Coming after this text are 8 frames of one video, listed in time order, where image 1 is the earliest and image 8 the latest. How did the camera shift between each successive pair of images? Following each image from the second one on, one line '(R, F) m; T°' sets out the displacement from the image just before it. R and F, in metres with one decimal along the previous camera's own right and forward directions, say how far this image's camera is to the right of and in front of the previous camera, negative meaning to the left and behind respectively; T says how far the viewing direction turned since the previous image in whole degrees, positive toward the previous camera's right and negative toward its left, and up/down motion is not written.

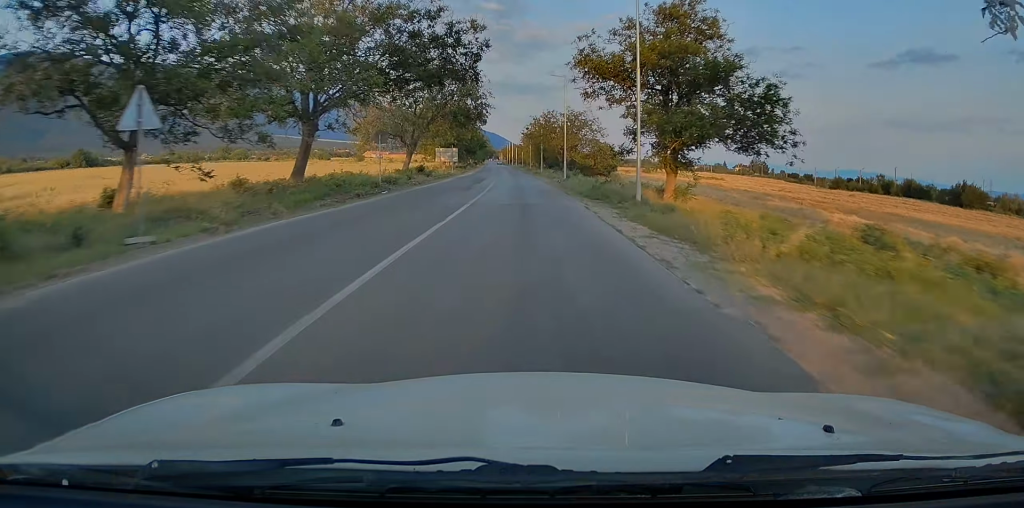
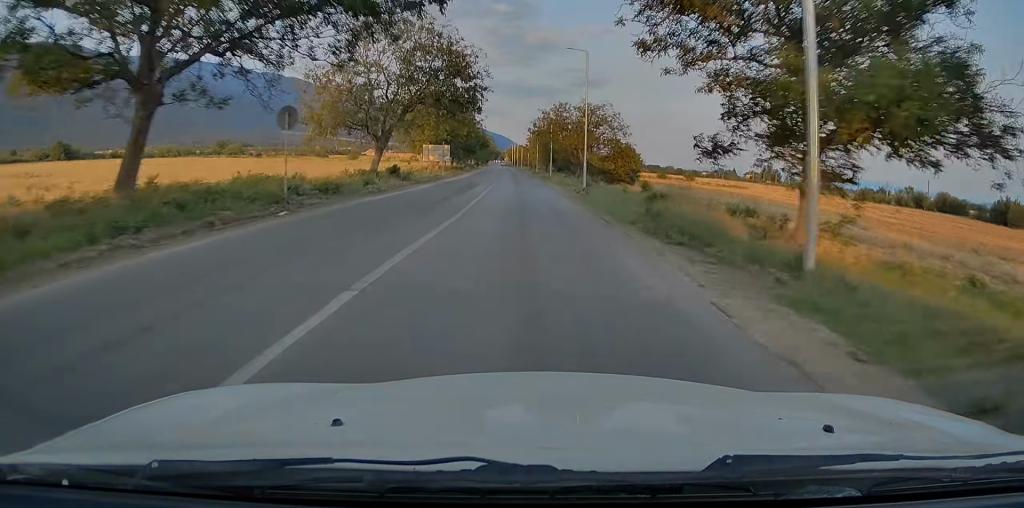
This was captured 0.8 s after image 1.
(-0.1, +12.7) m; 0°
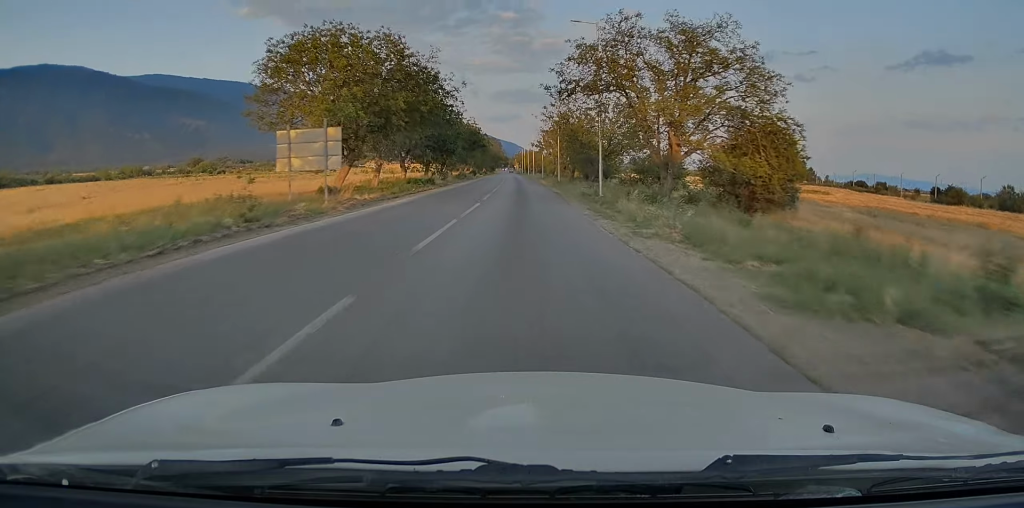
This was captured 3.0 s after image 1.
(-0.1, +38.3) m; 0°
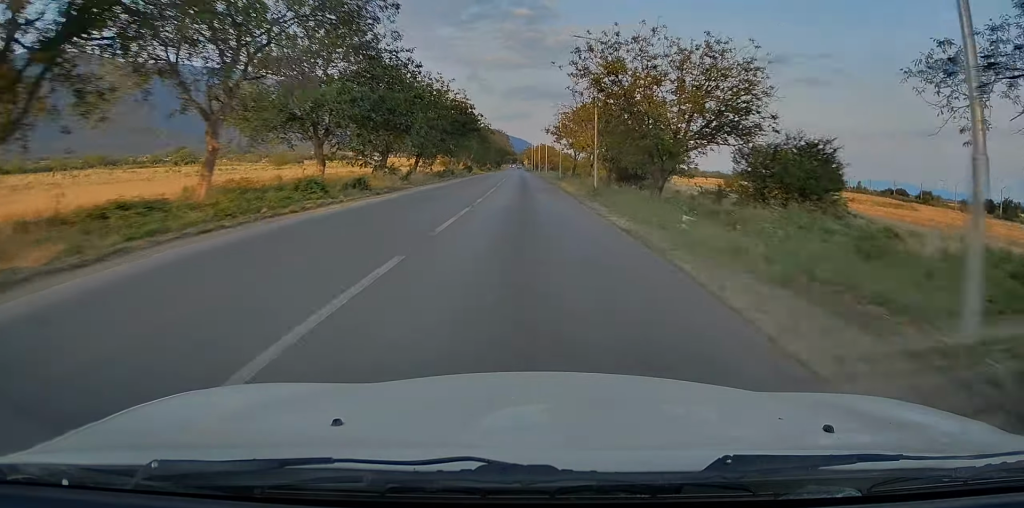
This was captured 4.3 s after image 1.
(-0.2, +25.5) m; -1°
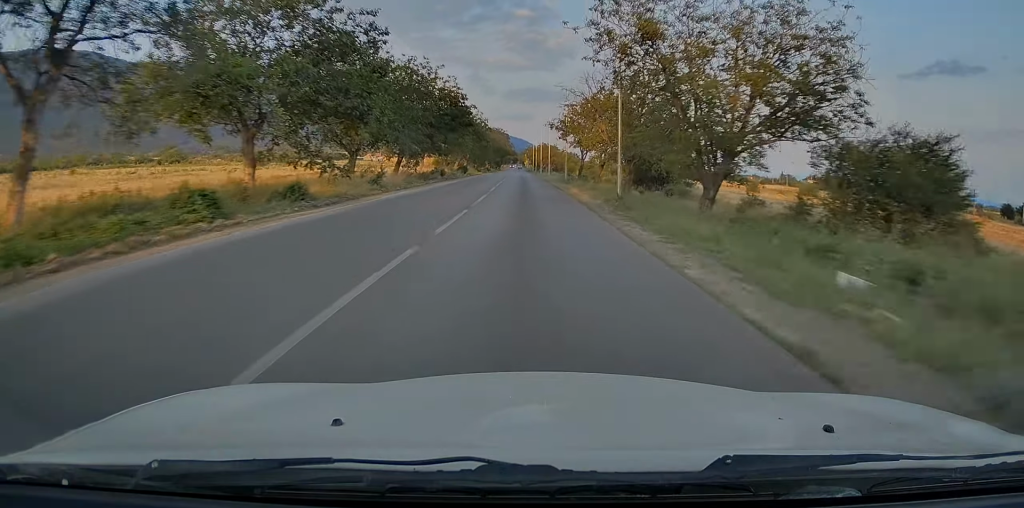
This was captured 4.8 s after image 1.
(-0.1, +8.6) m; 0°
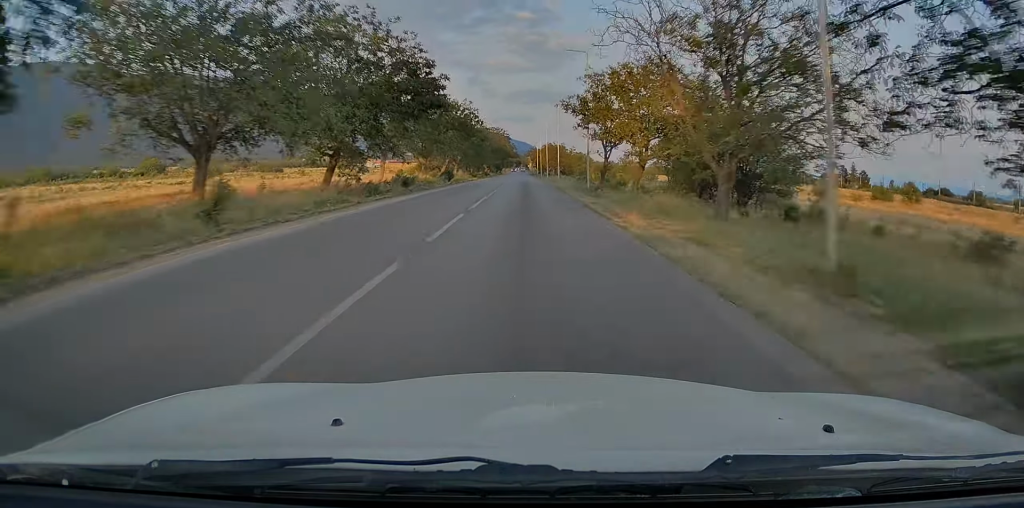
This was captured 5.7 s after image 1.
(+0.3, +18.3) m; +1°
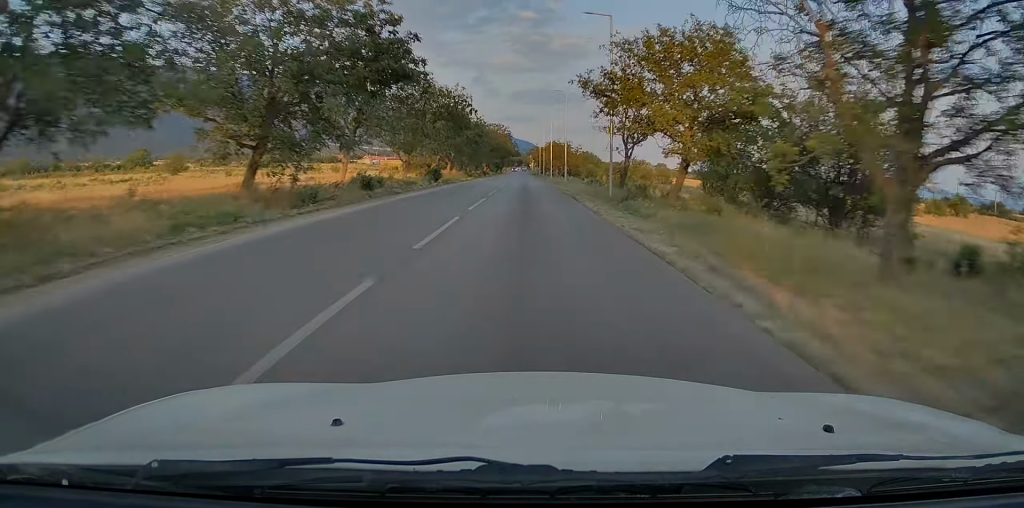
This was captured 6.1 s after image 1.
(0.0, +9.8) m; -2°
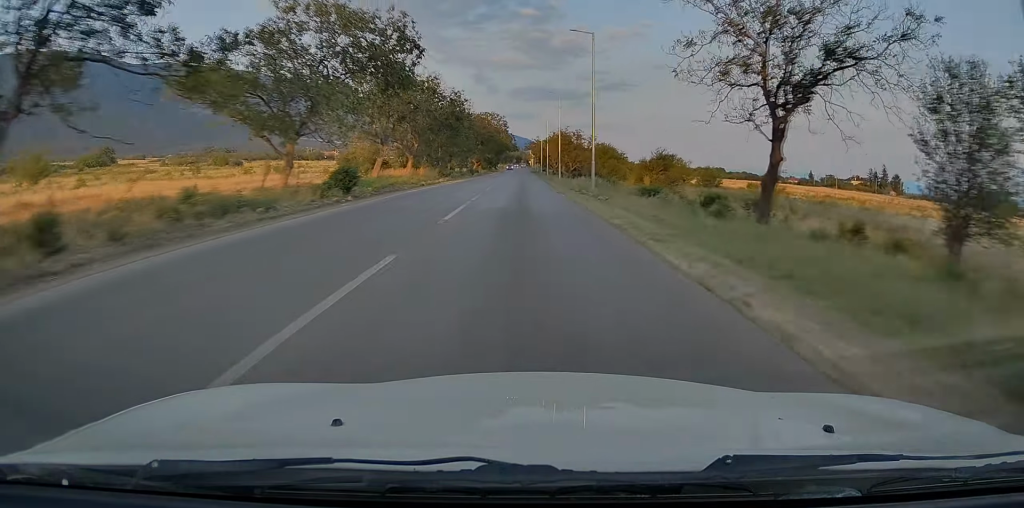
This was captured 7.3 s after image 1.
(-1.0, +24.8) m; -2°
